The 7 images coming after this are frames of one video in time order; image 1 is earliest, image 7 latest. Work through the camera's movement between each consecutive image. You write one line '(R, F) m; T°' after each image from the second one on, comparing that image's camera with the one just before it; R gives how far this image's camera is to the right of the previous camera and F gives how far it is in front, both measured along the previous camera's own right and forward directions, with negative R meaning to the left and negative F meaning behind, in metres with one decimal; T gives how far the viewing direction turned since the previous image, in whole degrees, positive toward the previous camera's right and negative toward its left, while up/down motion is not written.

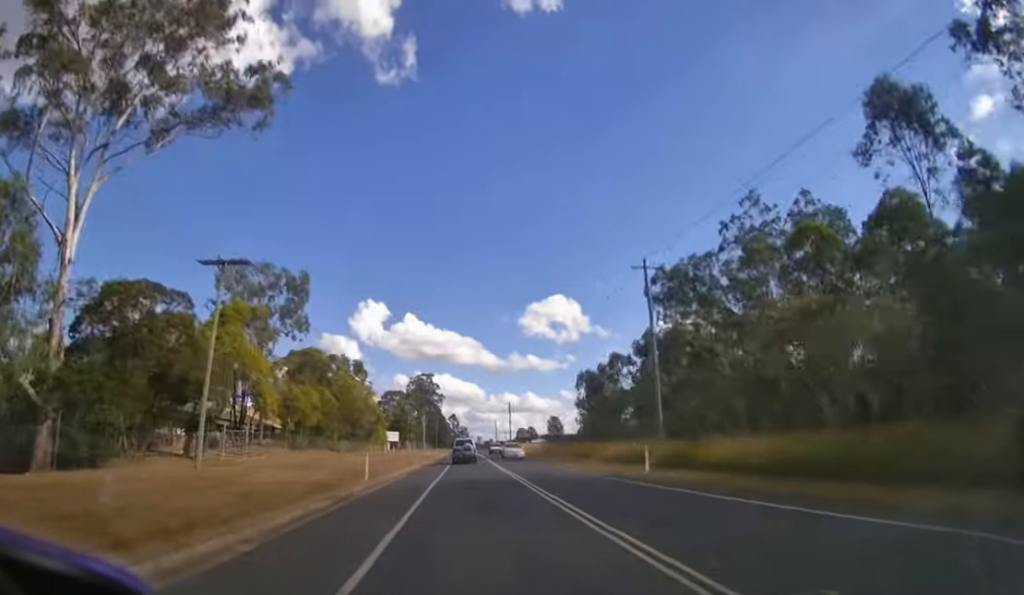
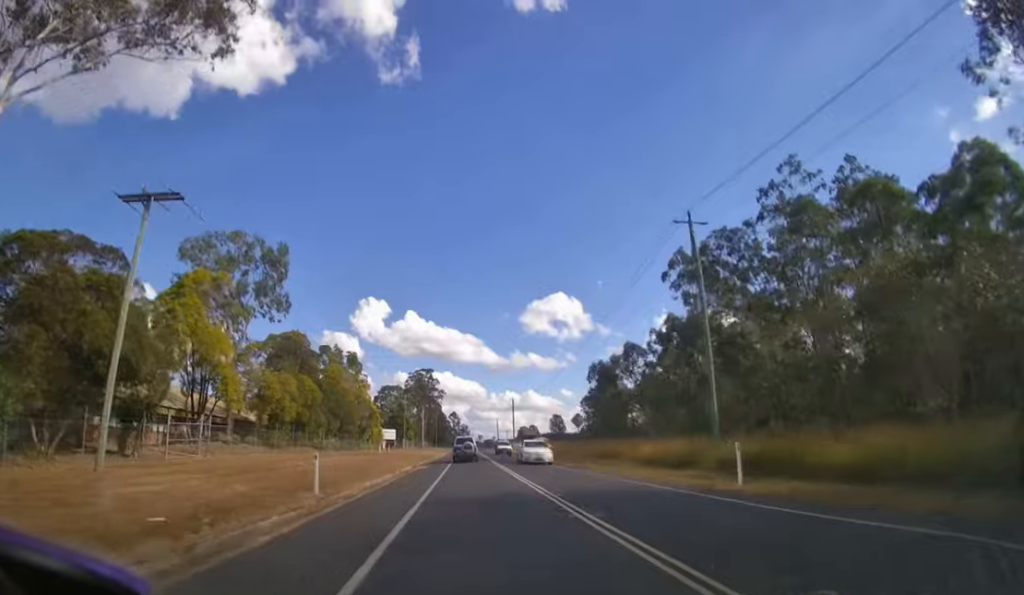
(0.0, +8.7) m; 0°
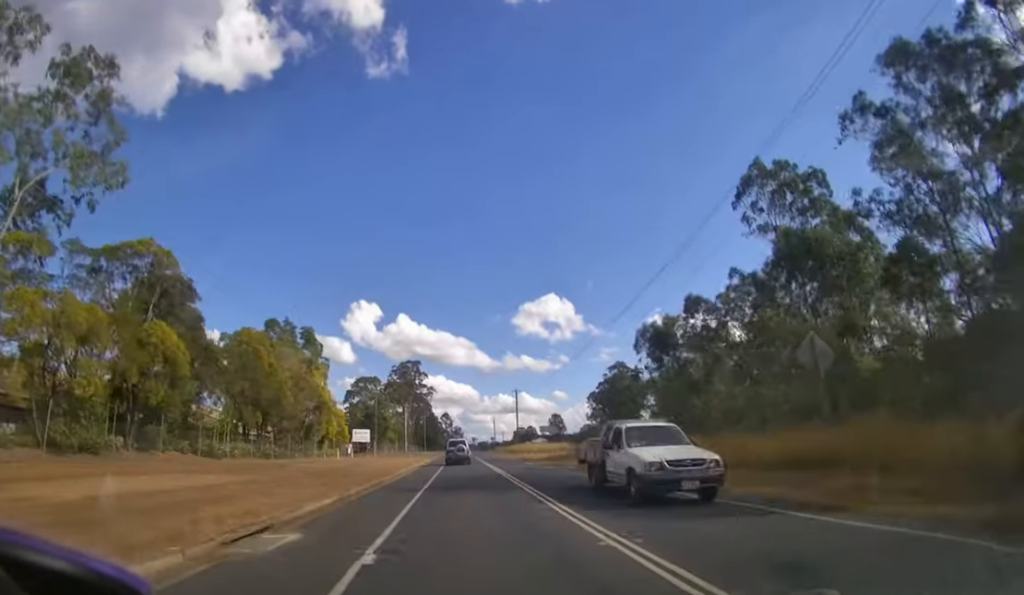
(0.0, +26.7) m; 0°
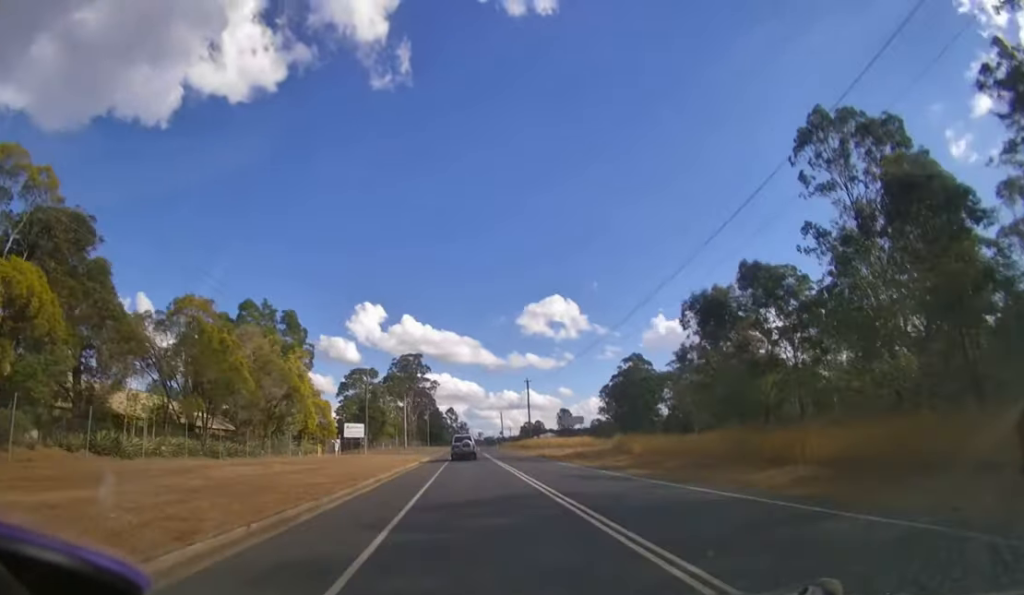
(0.0, +10.6) m; 0°
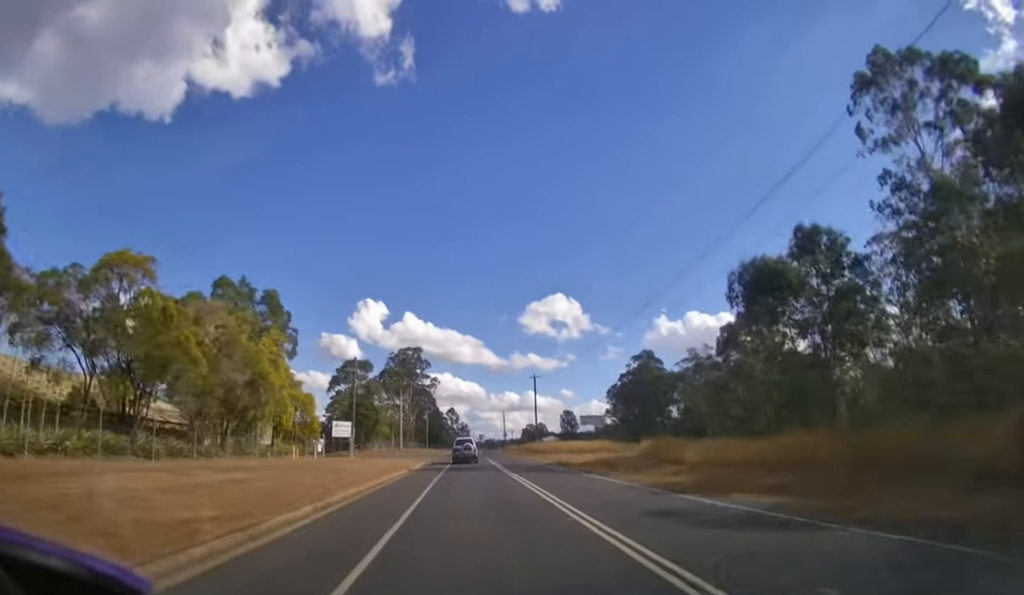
(0.0, +7.6) m; 0°
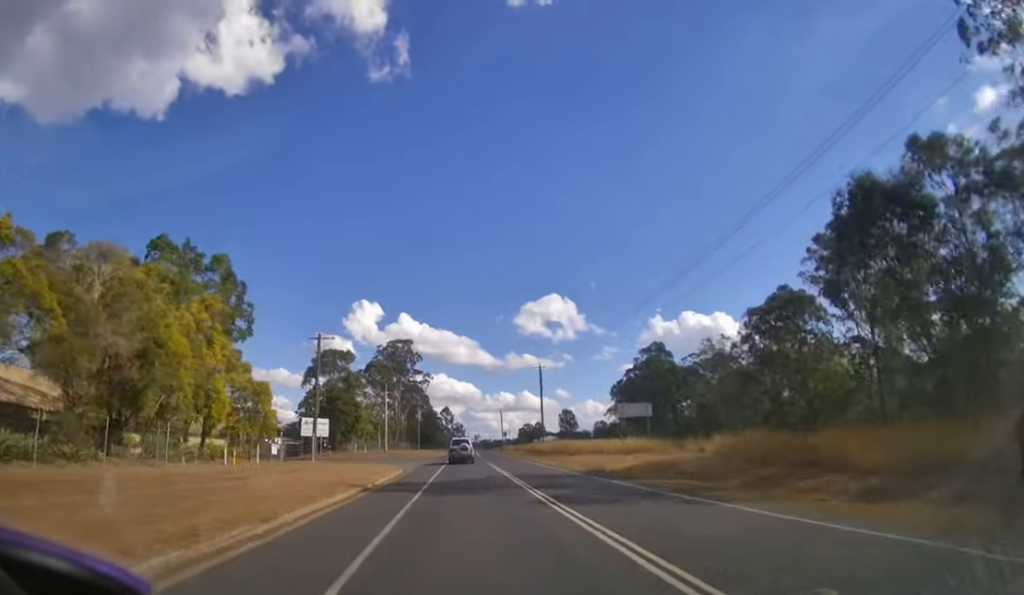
(0.0, +11.1) m; 0°
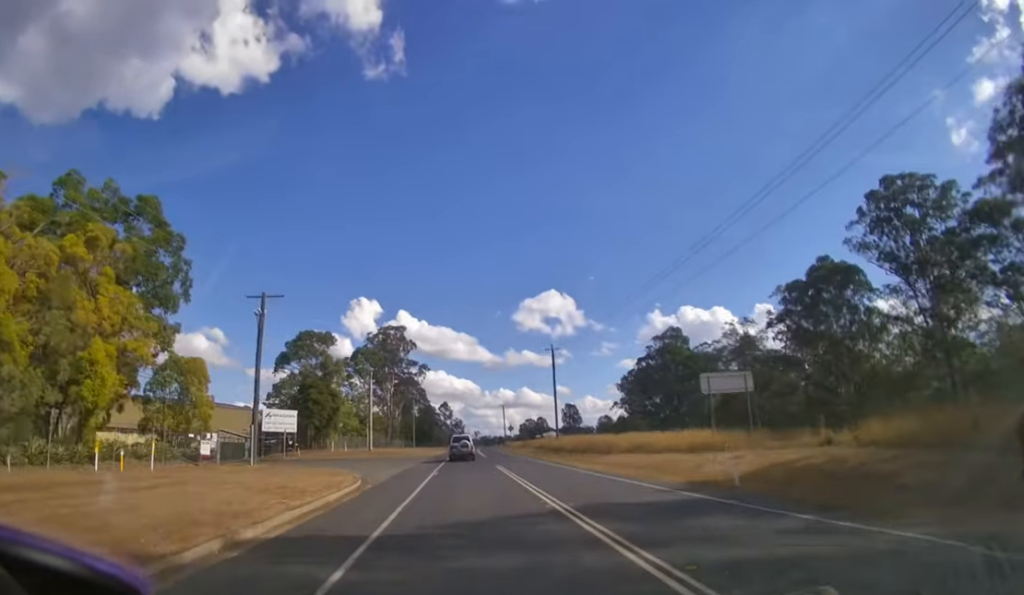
(0.0, +10.7) m; 0°
